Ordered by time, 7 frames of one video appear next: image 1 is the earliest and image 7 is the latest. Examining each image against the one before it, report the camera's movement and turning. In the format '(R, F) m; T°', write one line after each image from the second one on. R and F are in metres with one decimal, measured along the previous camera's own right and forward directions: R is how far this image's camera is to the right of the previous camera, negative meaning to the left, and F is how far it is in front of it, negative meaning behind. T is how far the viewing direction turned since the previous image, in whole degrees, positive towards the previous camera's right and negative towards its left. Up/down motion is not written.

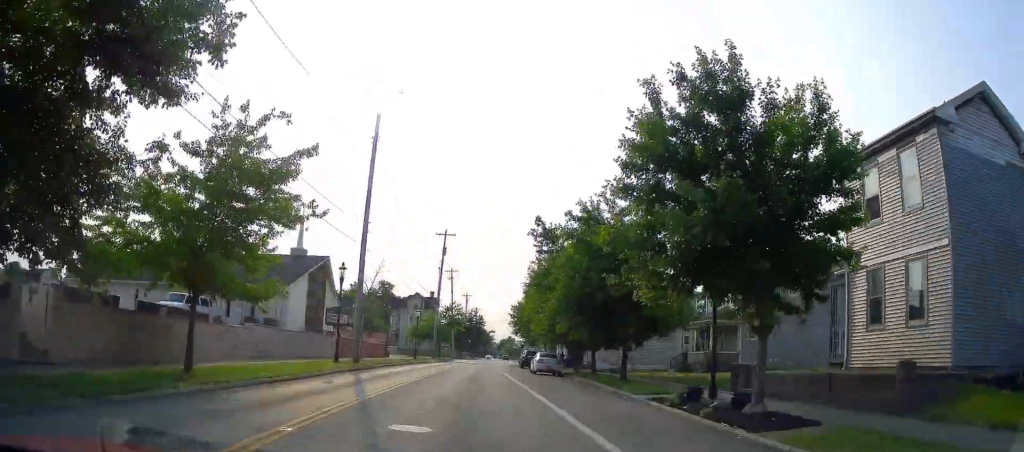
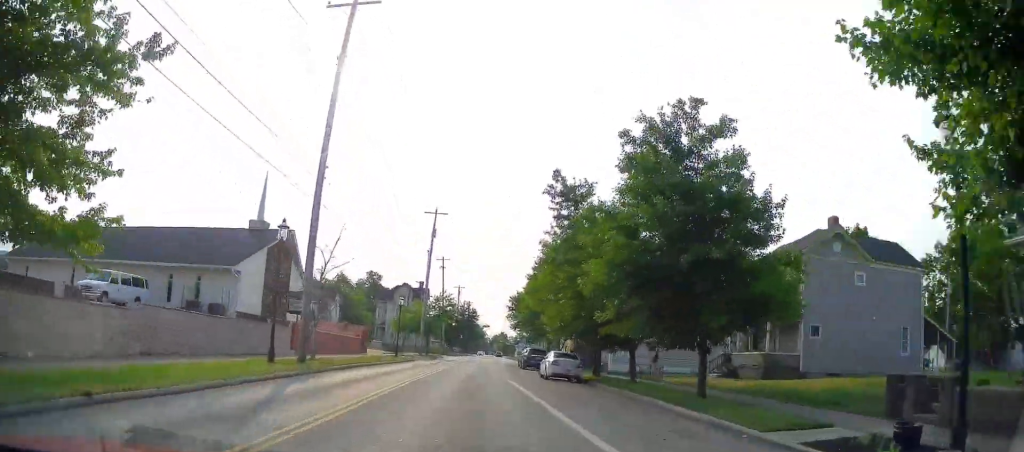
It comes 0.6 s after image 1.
(-0.1, +8.7) m; 0°
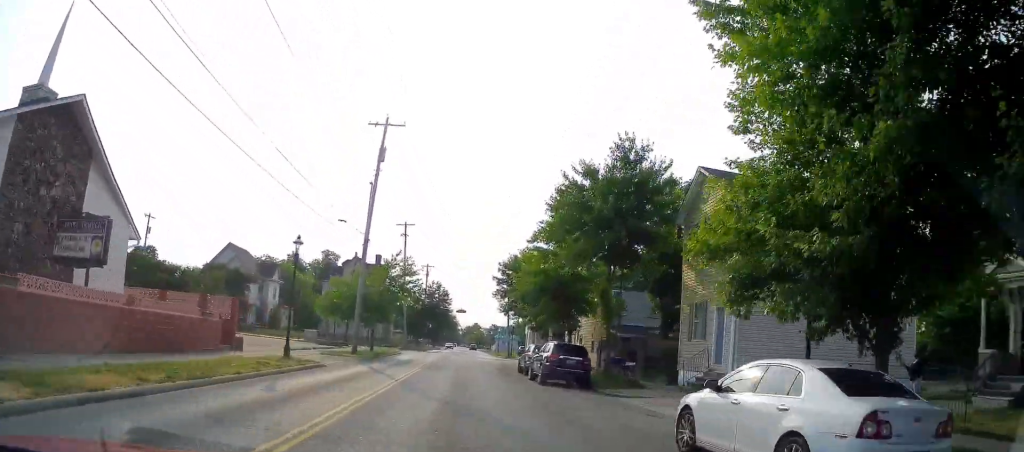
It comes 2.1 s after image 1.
(+0.1, +23.1) m; +2°
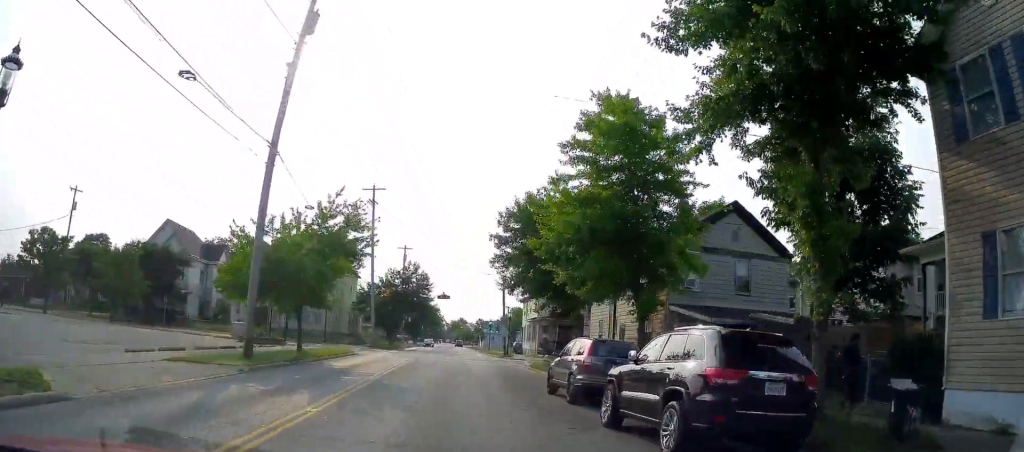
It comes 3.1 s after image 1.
(+0.1, +16.1) m; 0°
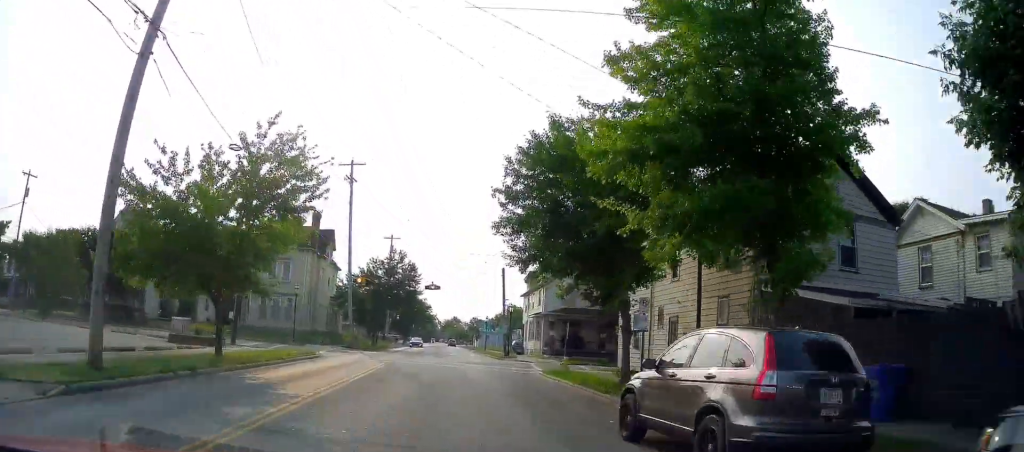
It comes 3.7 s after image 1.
(0.0, +8.8) m; +1°
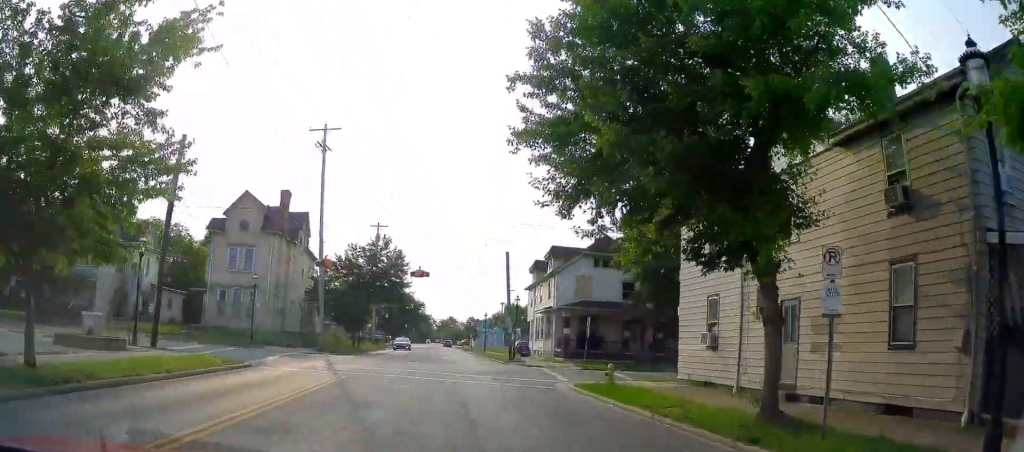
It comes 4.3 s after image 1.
(-0.1, +9.3) m; +1°
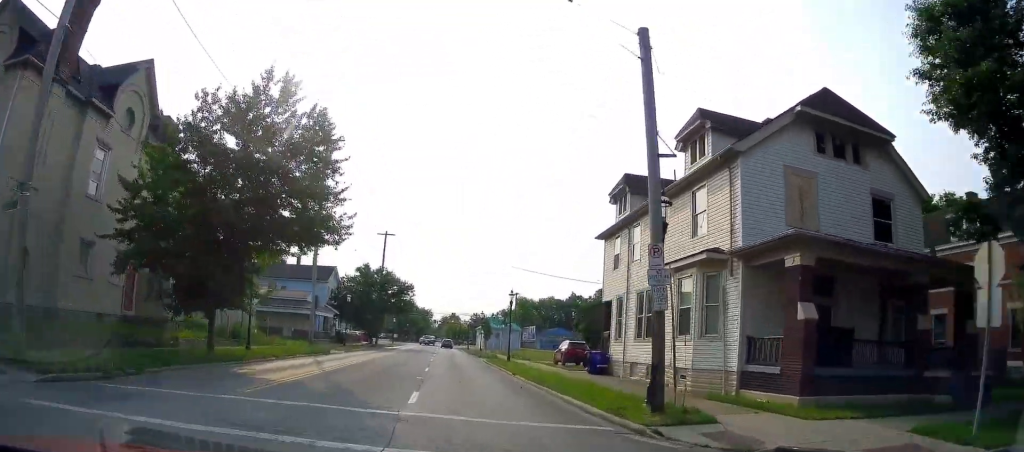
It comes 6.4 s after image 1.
(+0.1, +30.7) m; 0°
